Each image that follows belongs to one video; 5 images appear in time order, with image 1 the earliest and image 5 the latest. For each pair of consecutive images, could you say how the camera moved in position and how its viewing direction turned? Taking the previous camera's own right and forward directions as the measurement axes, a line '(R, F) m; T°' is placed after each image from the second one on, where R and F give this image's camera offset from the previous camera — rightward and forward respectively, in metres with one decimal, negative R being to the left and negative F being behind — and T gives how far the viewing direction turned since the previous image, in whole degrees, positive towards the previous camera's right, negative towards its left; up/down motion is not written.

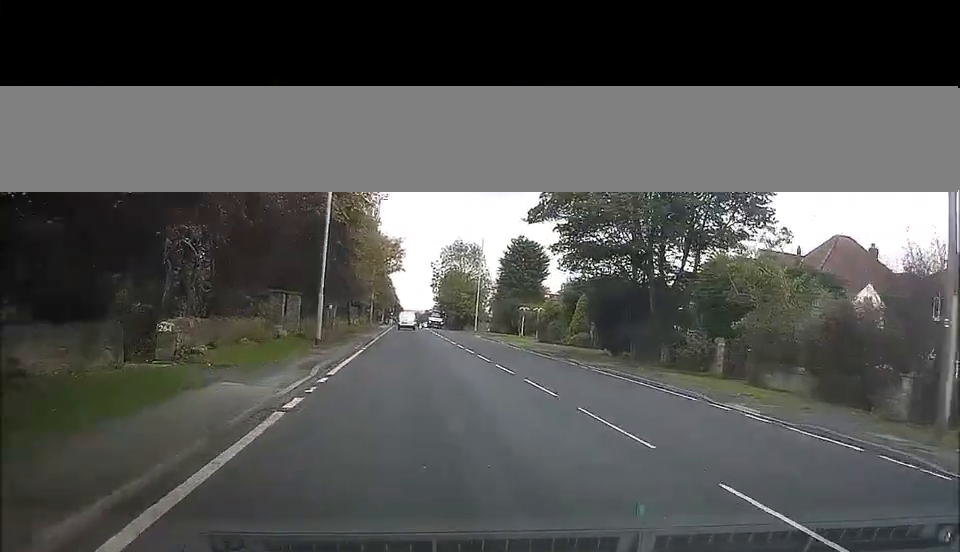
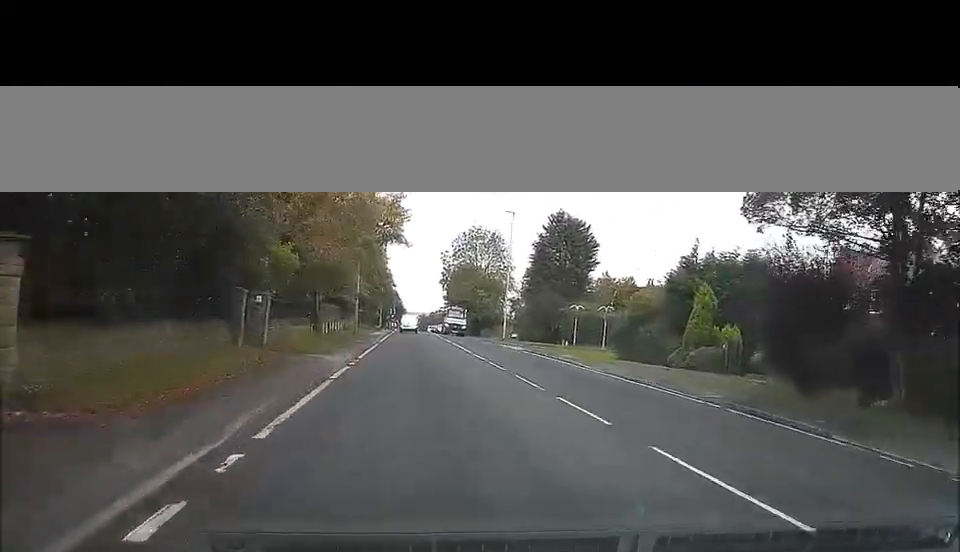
(-0.3, +28.3) m; -1°
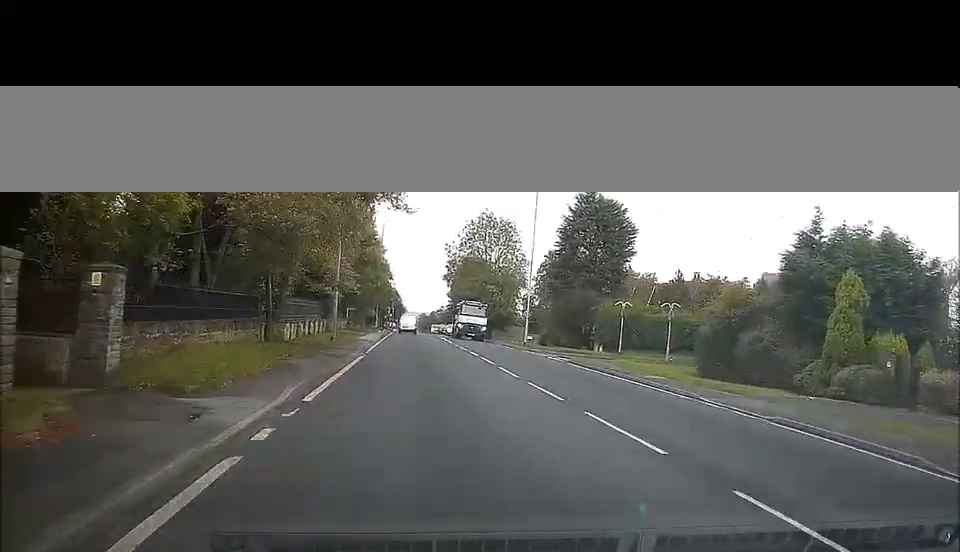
(+0.1, +14.7) m; +1°
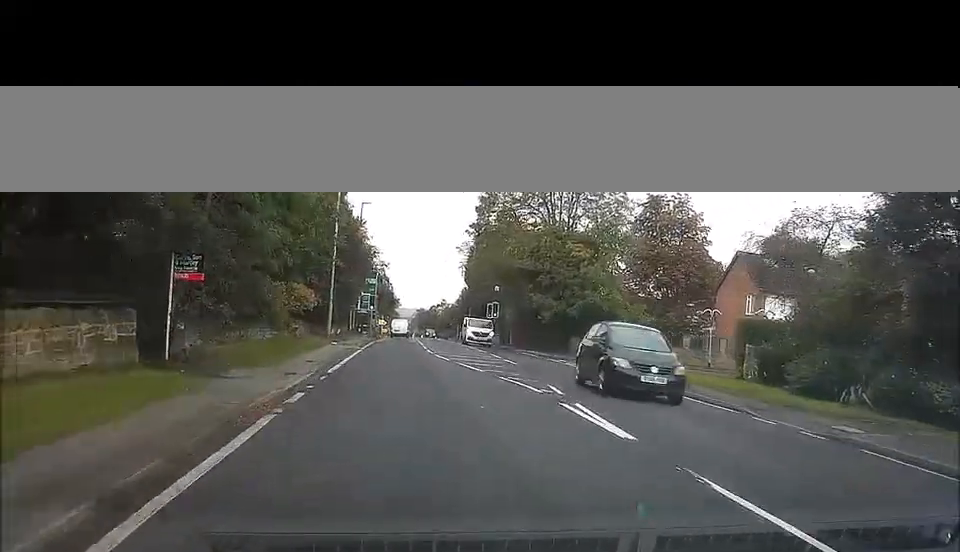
(-0.1, +54.2) m; 0°
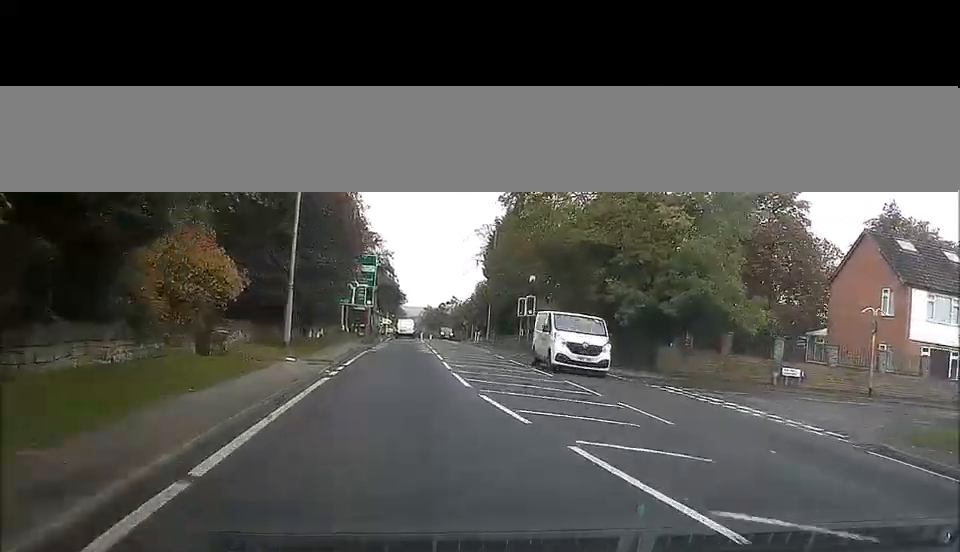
(-0.1, +17.1) m; 0°
